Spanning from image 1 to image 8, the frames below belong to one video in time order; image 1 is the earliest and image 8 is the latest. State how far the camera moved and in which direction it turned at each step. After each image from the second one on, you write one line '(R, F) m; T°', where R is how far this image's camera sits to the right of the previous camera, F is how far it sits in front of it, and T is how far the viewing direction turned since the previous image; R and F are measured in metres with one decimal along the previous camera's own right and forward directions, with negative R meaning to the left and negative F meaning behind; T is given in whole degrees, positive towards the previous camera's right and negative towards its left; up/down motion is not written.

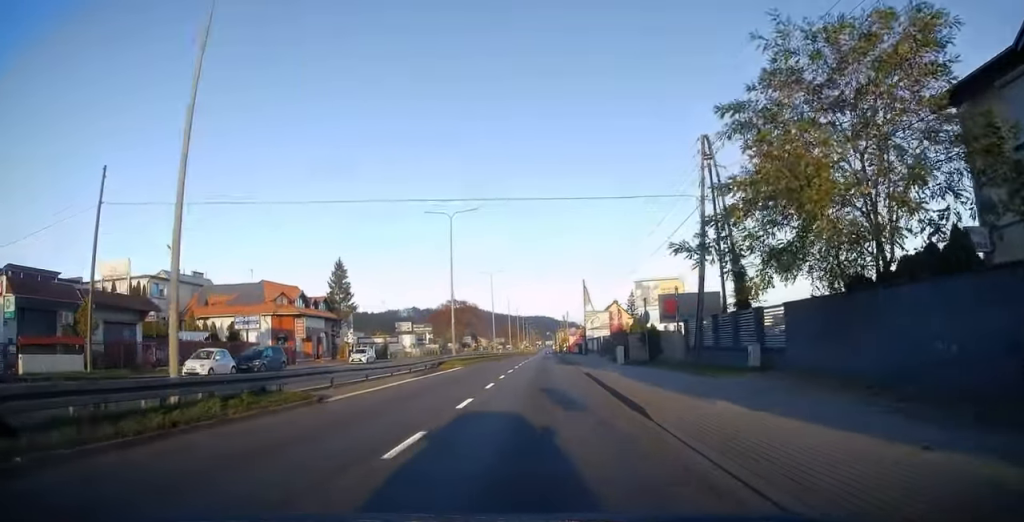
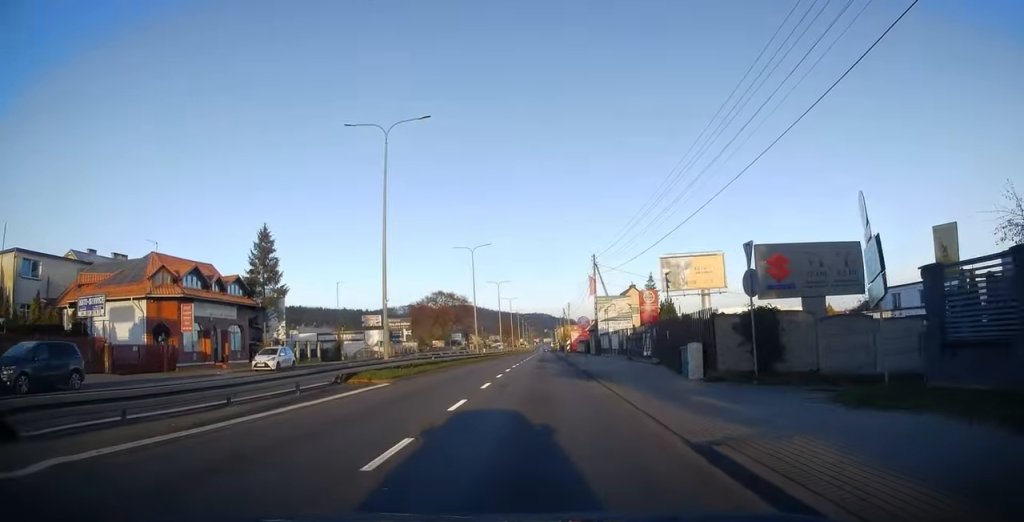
(0.0, +18.6) m; -1°
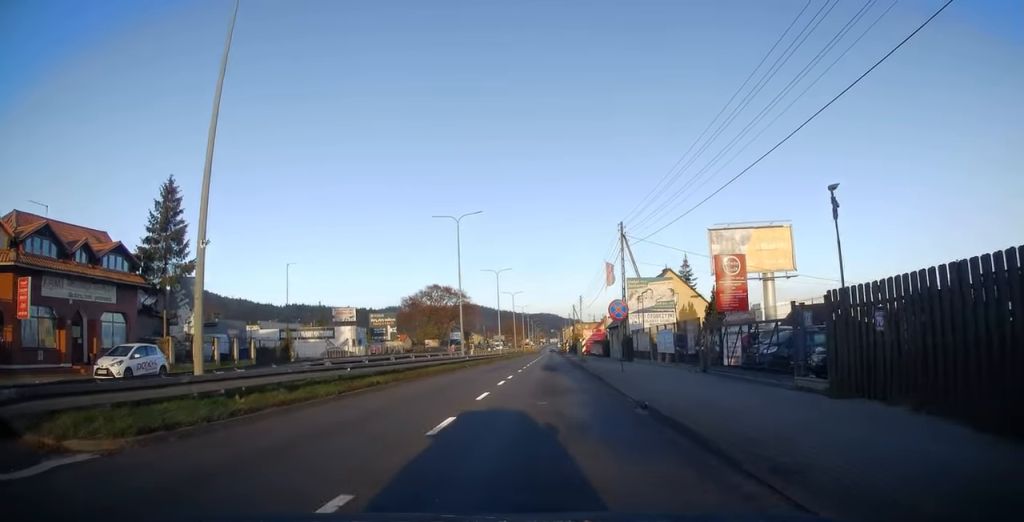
(-0.1, +15.3) m; -1°
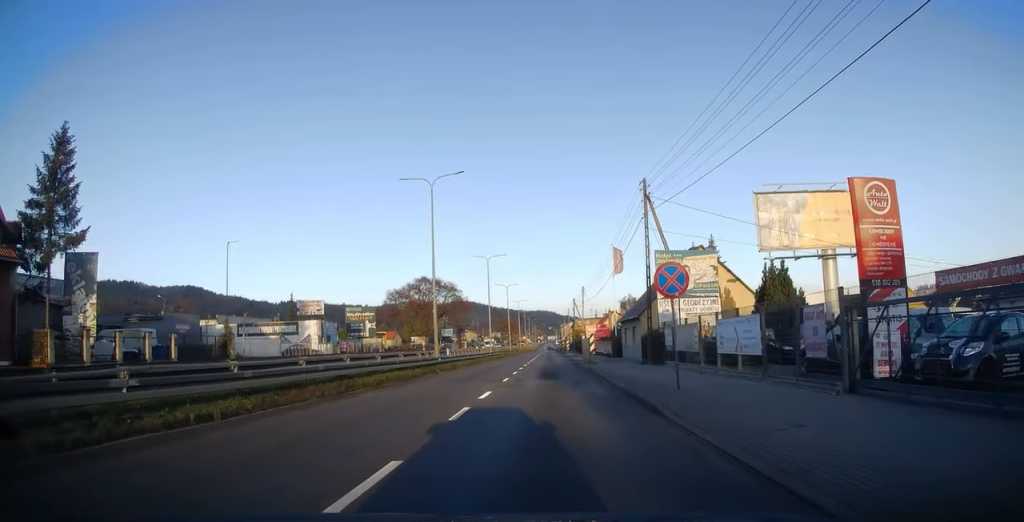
(-0.3, +10.4) m; +1°
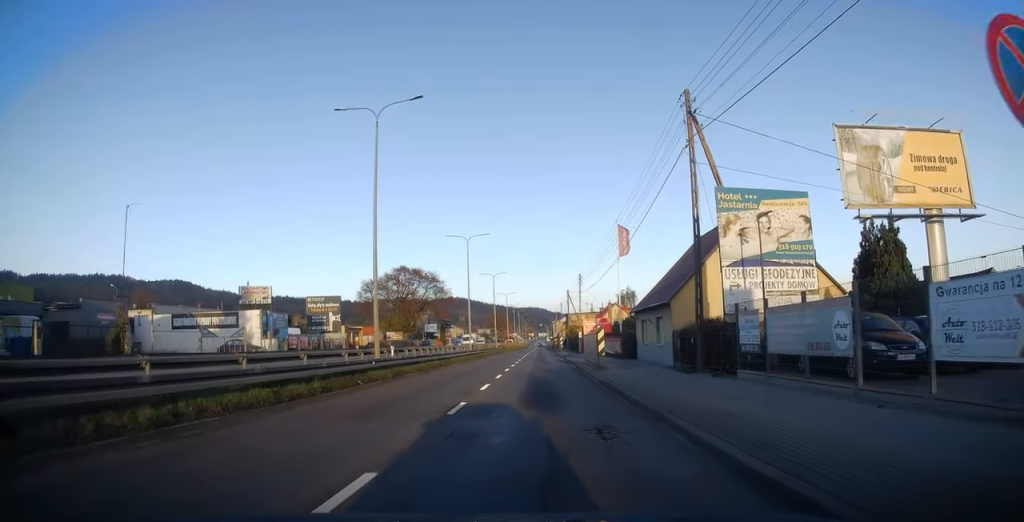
(+0.4, +11.2) m; +1°
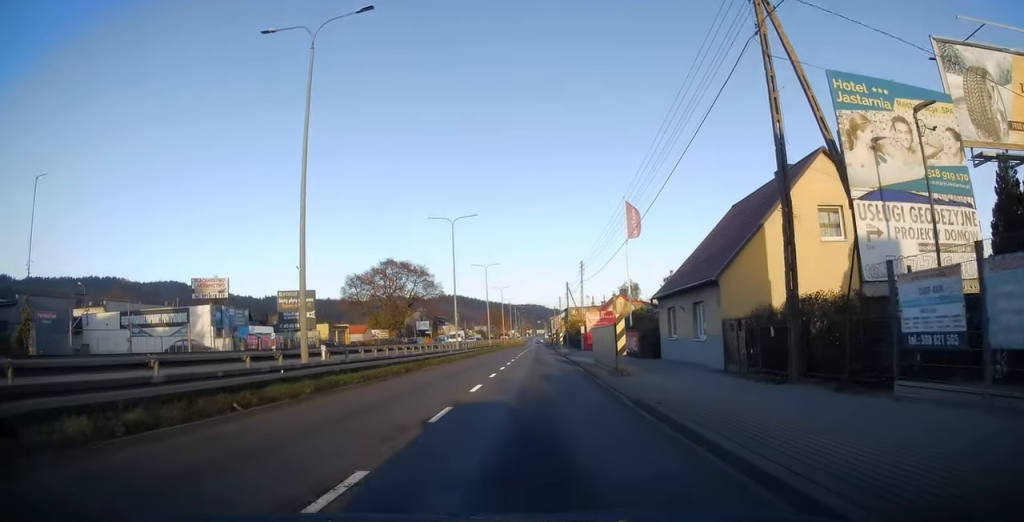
(+0.2, +7.6) m; +1°
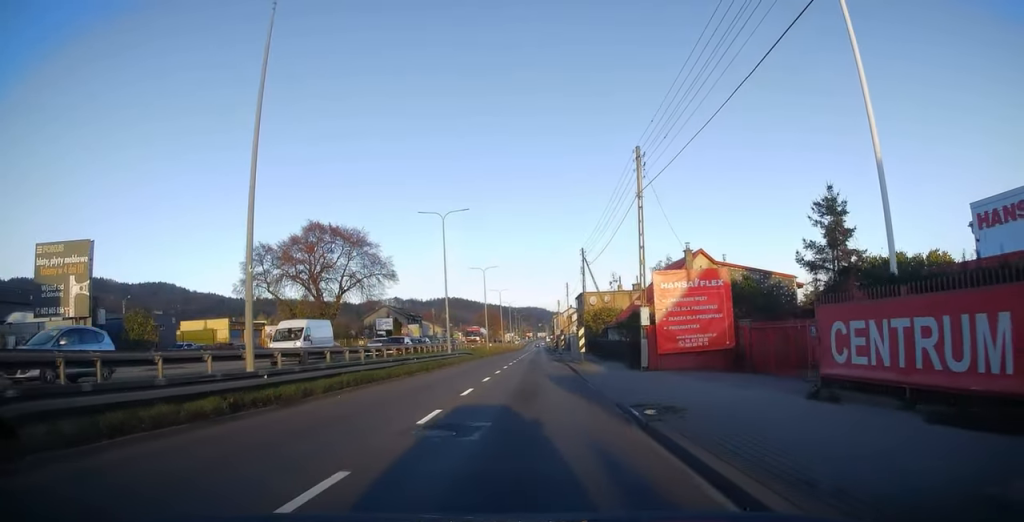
(-0.5, +35.6) m; -1°
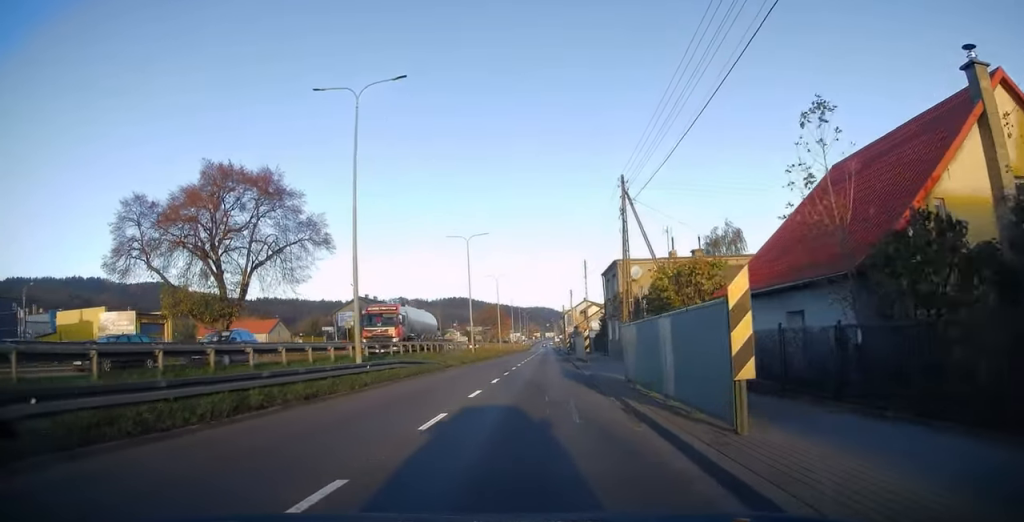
(-0.1, +24.4) m; 0°
